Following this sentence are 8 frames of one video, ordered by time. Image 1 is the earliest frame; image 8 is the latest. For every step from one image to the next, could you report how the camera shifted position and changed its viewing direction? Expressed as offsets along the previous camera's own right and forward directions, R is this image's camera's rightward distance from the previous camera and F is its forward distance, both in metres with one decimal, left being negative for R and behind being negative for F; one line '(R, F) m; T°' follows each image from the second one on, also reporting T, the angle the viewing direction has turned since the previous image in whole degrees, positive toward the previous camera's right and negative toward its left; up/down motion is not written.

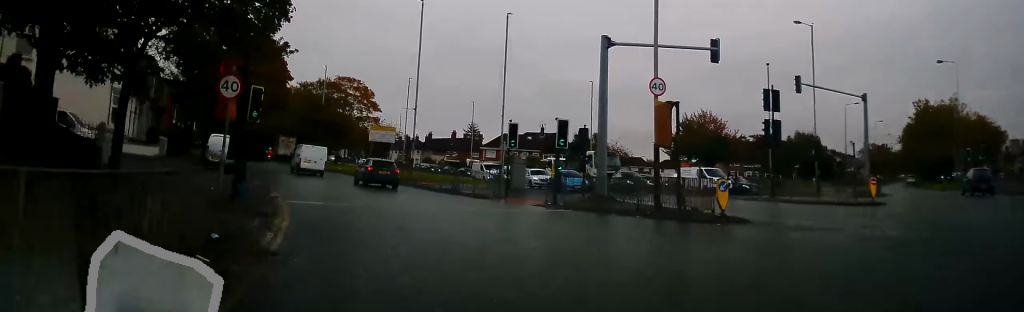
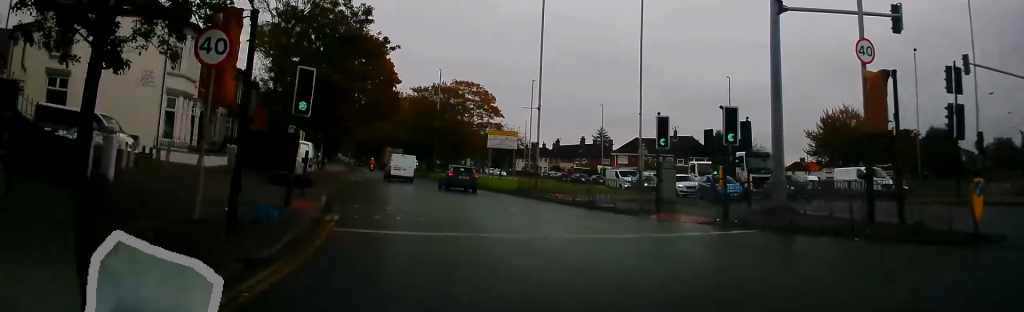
(-0.8, +5.7) m; -15°
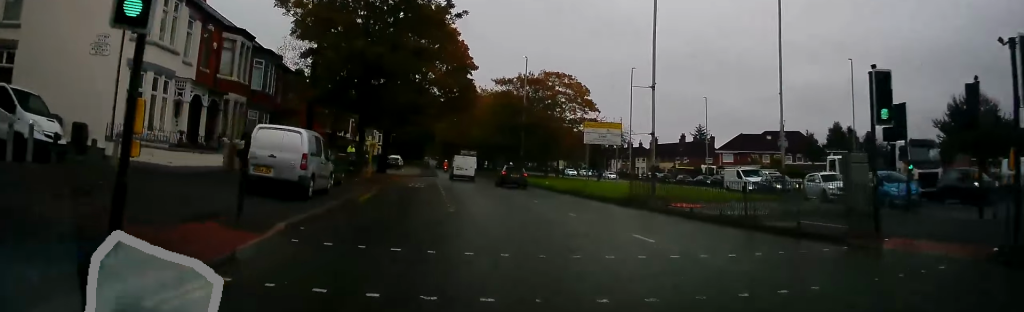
(-1.2, +8.7) m; -10°
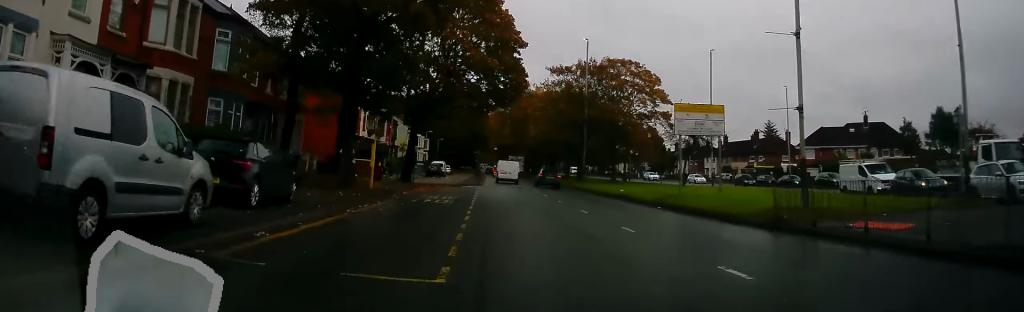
(-0.3, +9.9) m; -2°
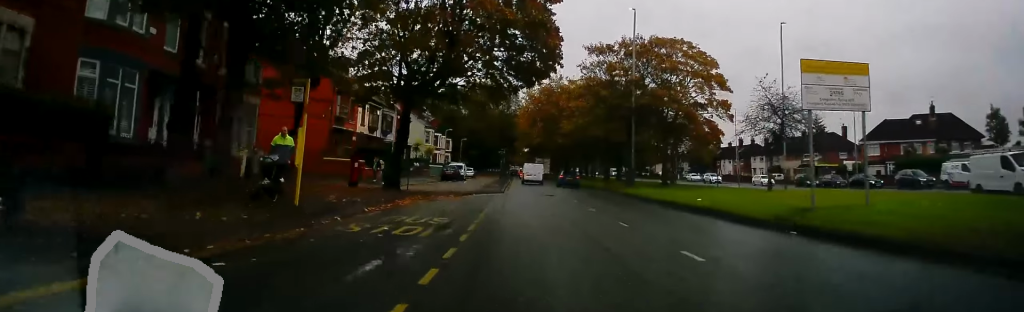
(0.0, +9.8) m; -1°
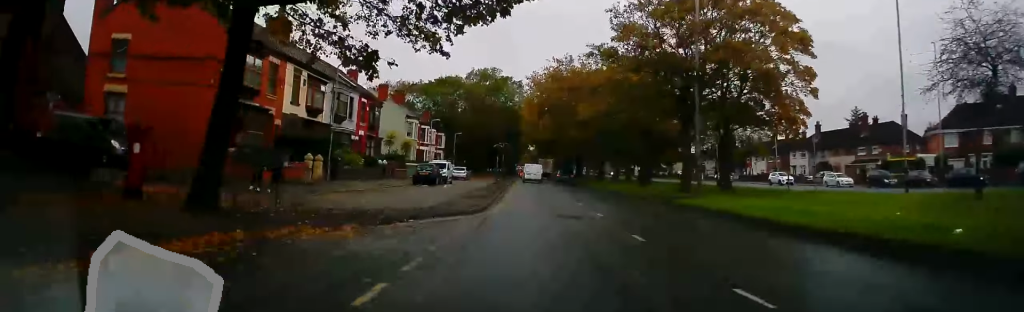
(-1.0, +14.7) m; -5°
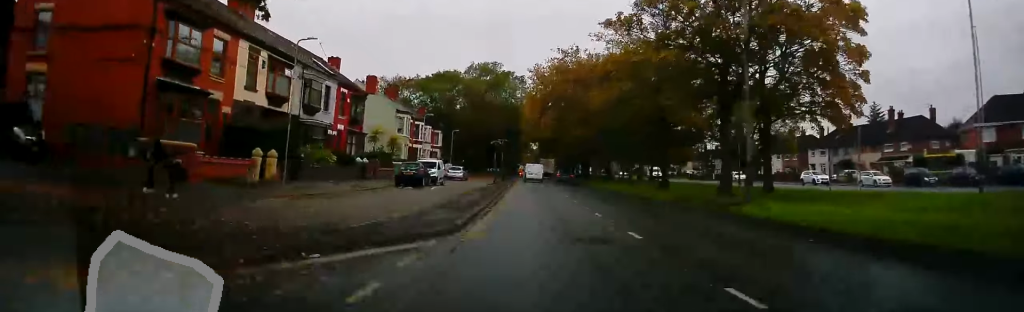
(-0.1, +5.7) m; 0°
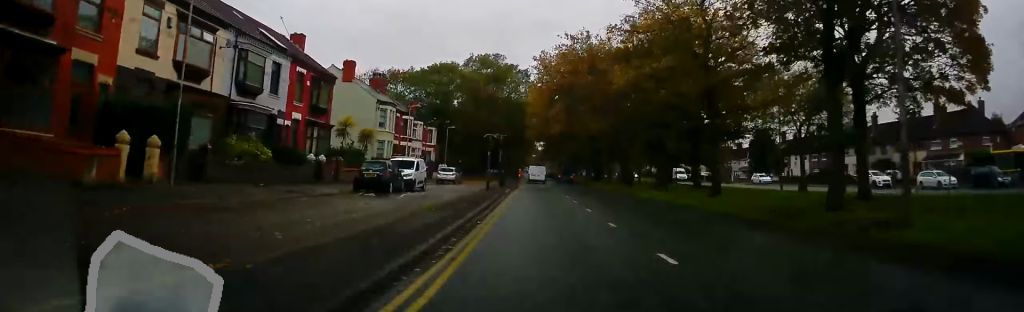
(+0.4, +8.5) m; +1°
